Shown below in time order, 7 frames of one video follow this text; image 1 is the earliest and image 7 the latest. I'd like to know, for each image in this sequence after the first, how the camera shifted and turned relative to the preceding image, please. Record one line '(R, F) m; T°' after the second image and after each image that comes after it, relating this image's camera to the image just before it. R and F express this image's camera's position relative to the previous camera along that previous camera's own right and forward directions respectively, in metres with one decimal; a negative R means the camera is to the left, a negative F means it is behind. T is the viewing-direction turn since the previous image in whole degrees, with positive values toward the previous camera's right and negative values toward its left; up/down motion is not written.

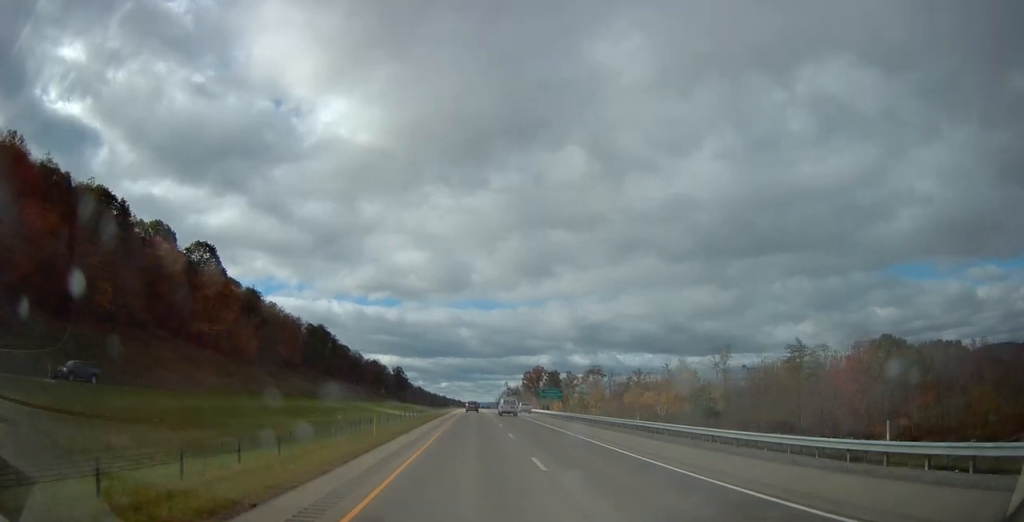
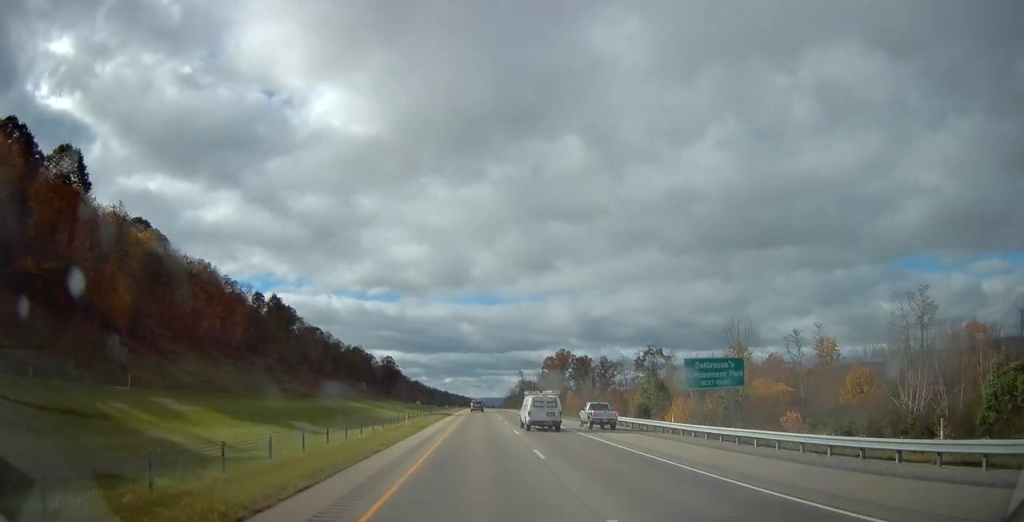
(+0.1, +70.3) m; 0°
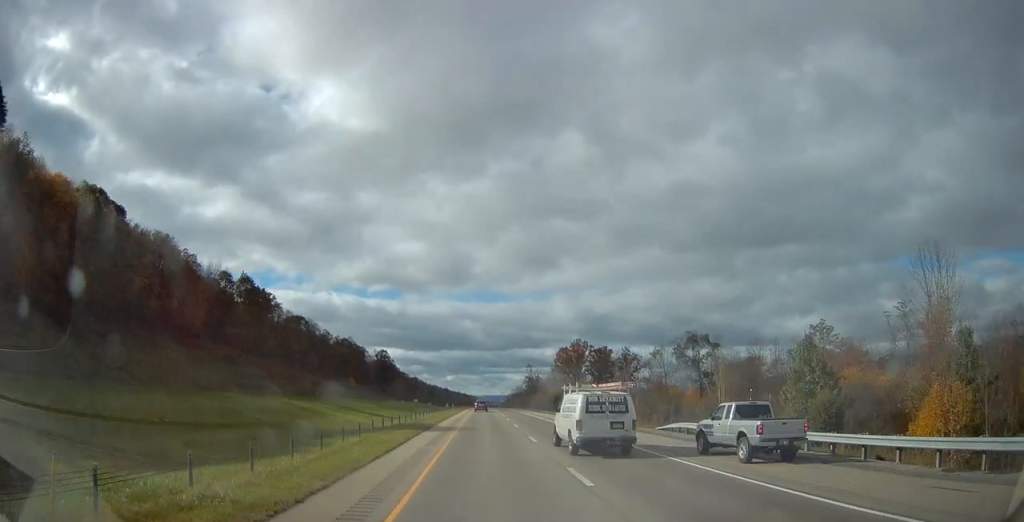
(-0.2, +30.1) m; 0°
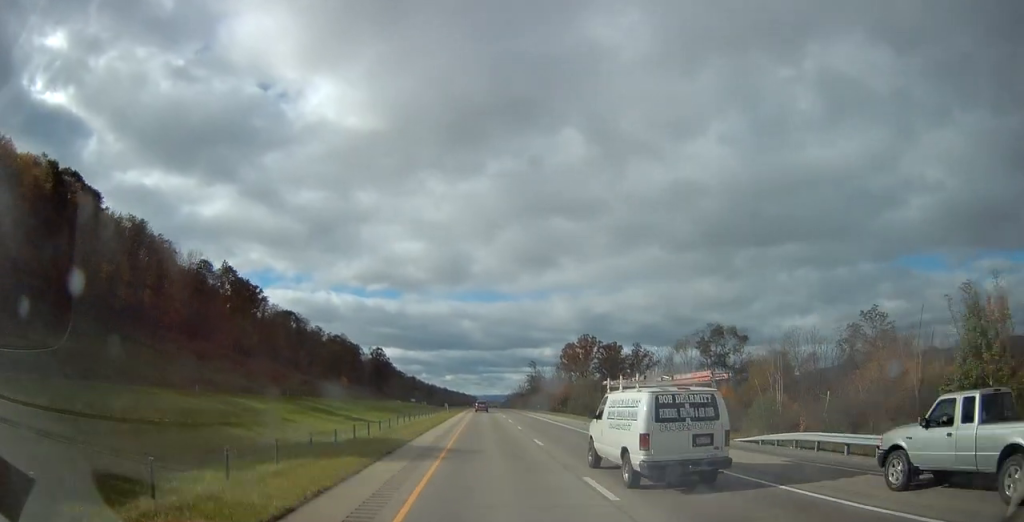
(0.0, +14.0) m; 0°
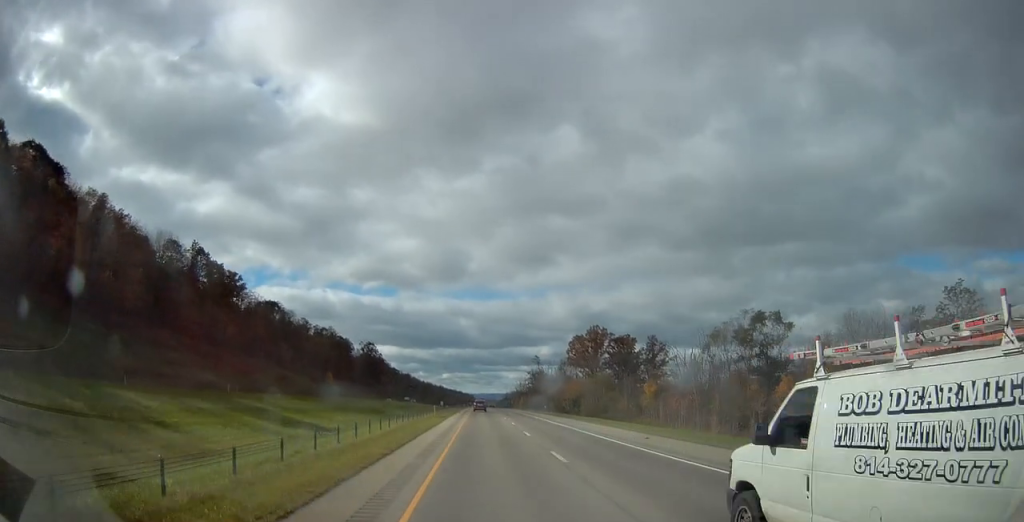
(+0.2, +18.3) m; 0°
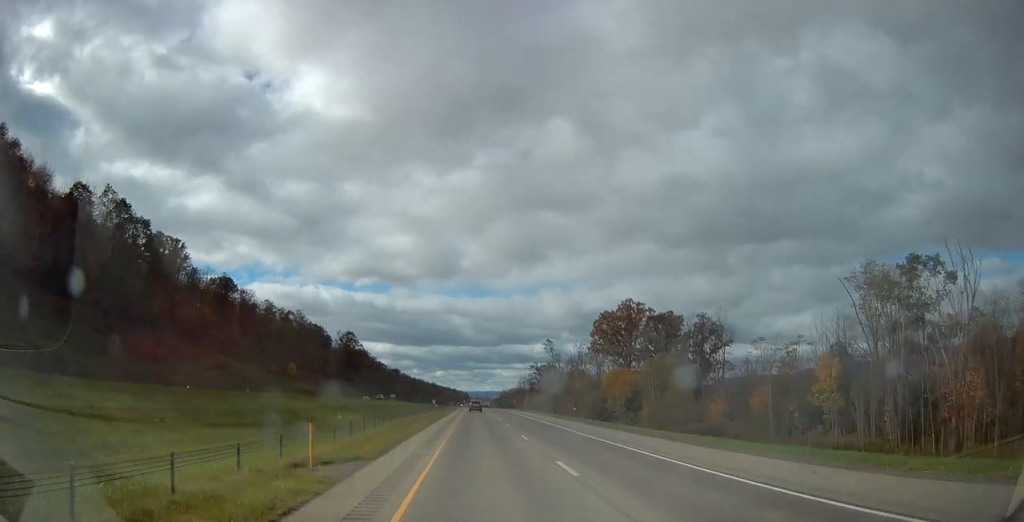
(+0.1, +39.7) m; 0°
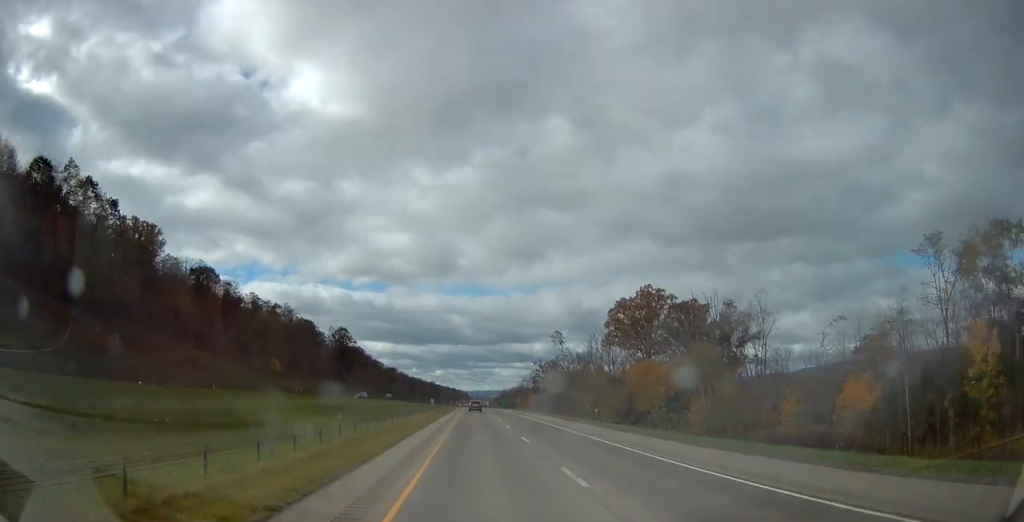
(+0.1, +13.9) m; 0°
